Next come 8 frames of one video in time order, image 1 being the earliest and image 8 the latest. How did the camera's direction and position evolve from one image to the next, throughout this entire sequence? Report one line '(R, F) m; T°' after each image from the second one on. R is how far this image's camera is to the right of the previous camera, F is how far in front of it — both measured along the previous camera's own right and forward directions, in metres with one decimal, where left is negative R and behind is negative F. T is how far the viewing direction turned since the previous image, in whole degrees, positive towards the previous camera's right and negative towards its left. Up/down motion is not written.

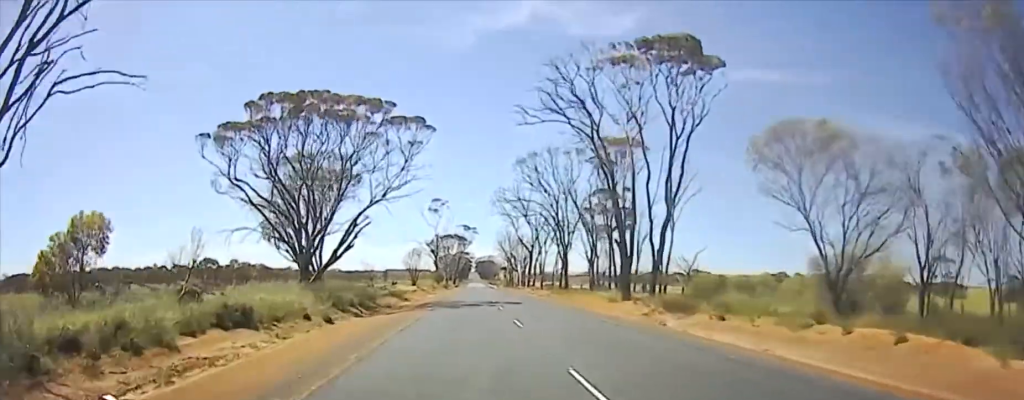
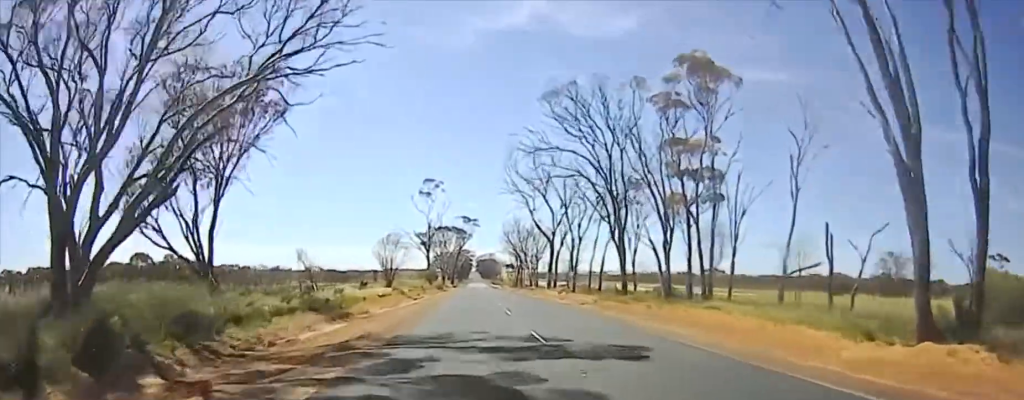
(0.0, +27.9) m; 0°
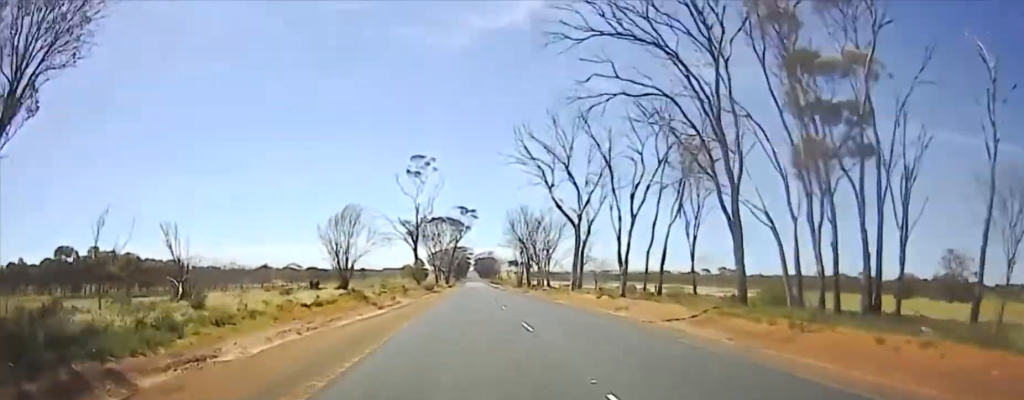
(-0.1, +20.1) m; 0°
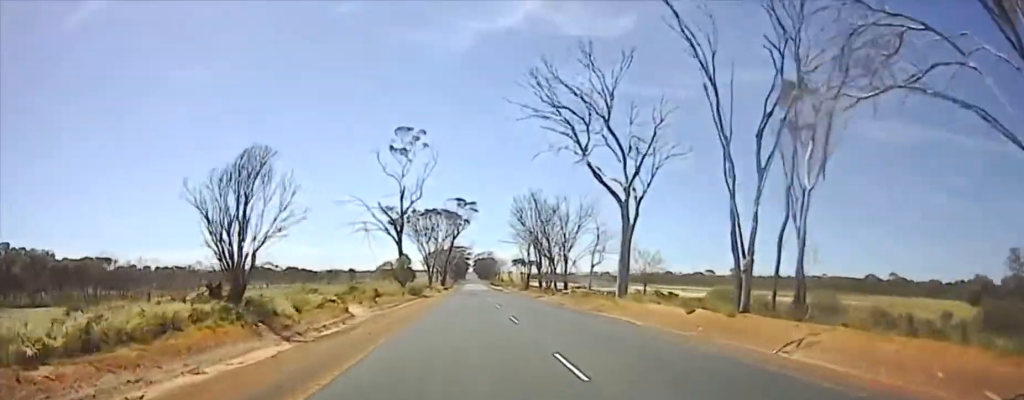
(0.0, +17.5) m; 0°
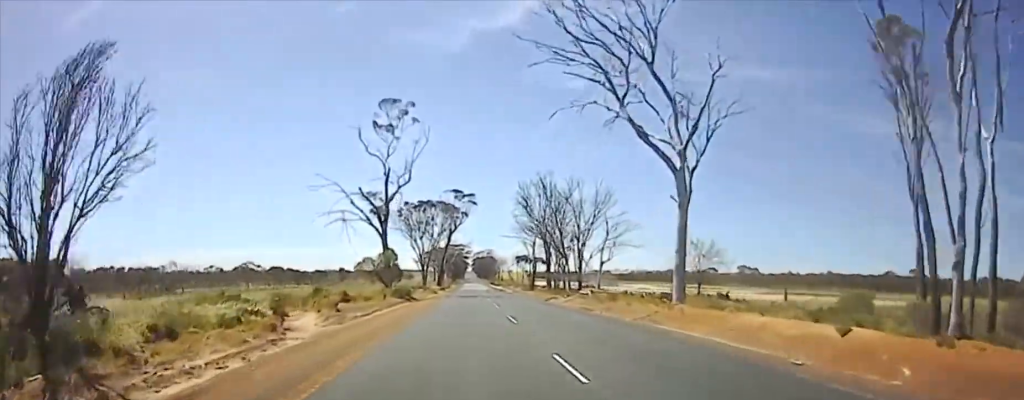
(0.0, +8.9) m; 0°
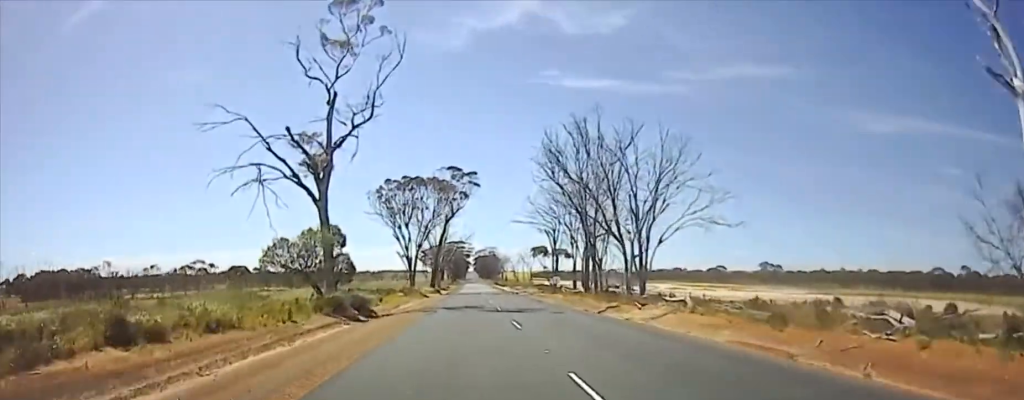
(0.0, +19.3) m; 0°
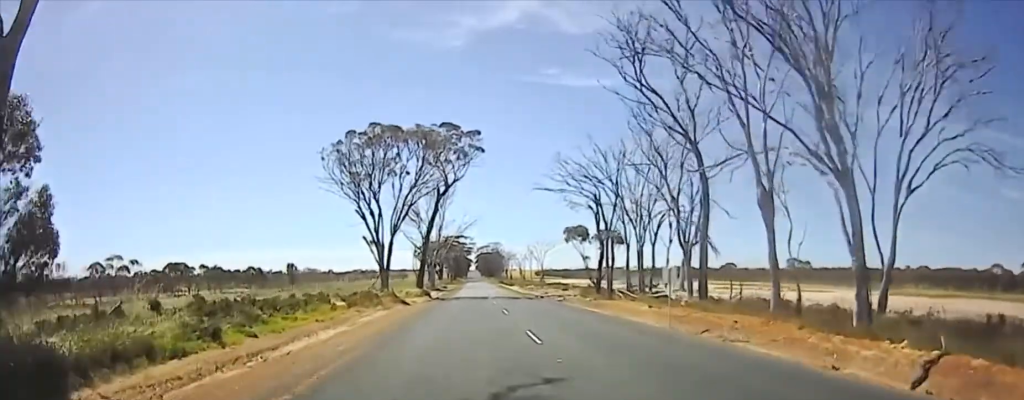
(0.0, +22.8) m; 0°
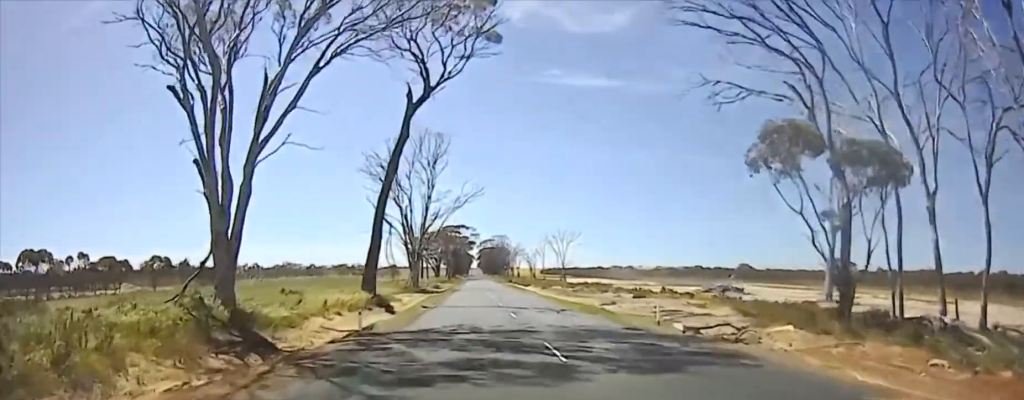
(-0.2, +36.9) m; -1°
